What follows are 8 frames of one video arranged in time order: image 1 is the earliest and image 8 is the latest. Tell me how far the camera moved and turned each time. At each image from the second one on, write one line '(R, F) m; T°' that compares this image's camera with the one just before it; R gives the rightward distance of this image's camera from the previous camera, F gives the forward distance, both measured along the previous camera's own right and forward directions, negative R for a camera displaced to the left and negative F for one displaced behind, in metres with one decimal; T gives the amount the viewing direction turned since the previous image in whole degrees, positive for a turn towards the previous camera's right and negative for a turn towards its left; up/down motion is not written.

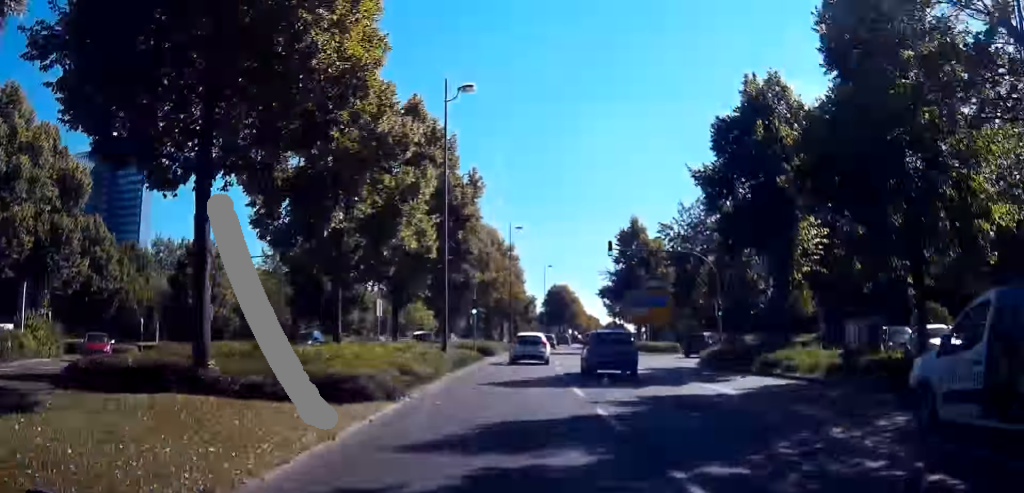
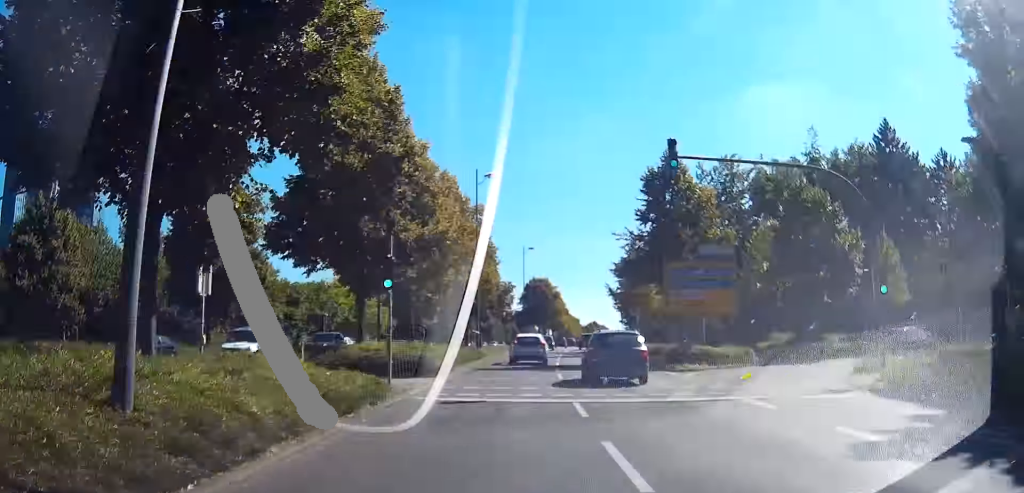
(-0.2, +23.0) m; 0°
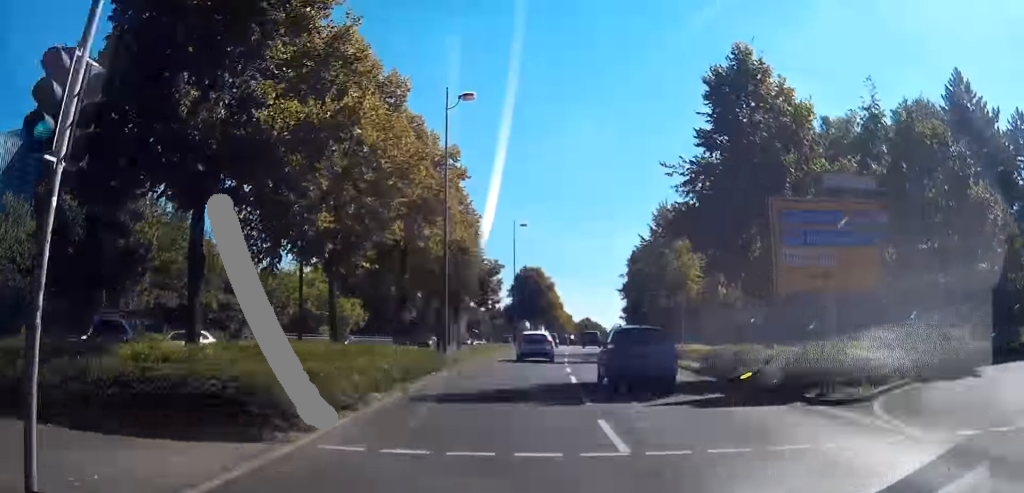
(+0.2, +14.8) m; +1°
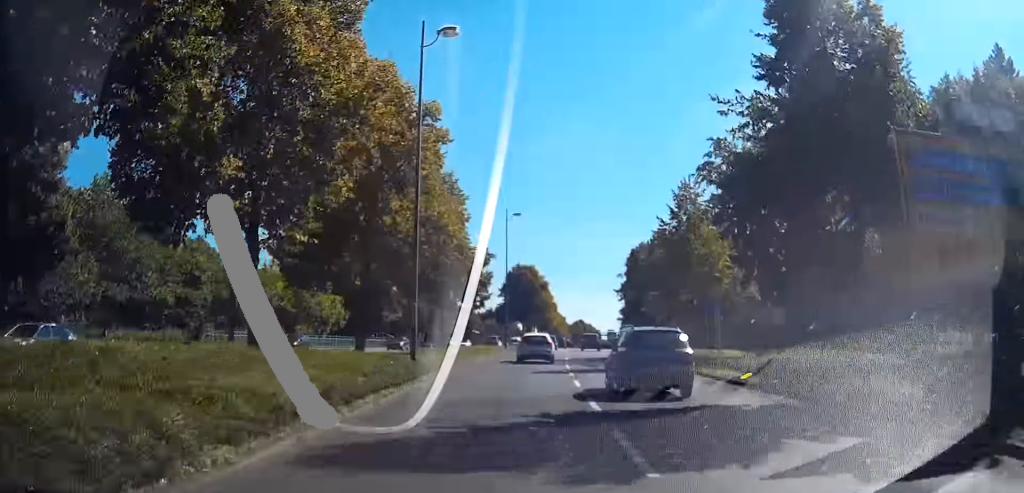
(0.0, +6.8) m; +1°
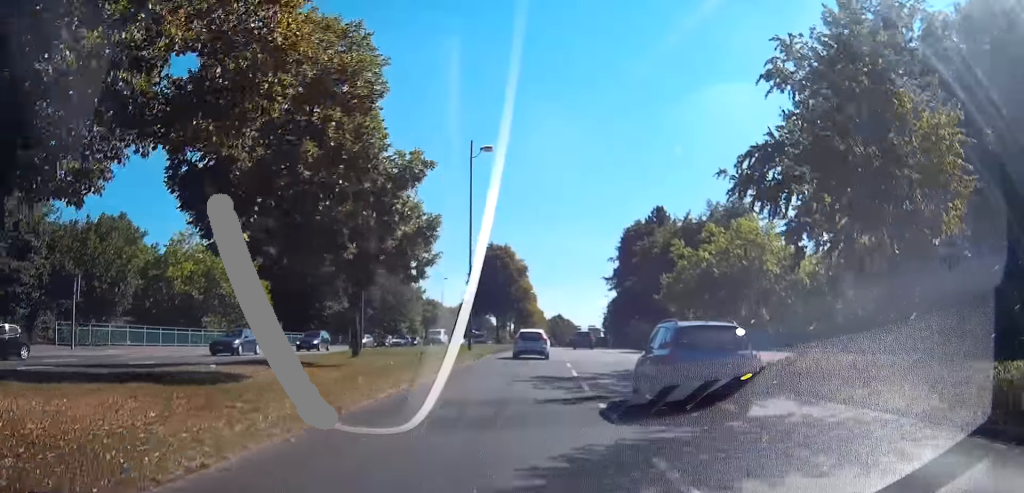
(+0.2, +20.2) m; +3°
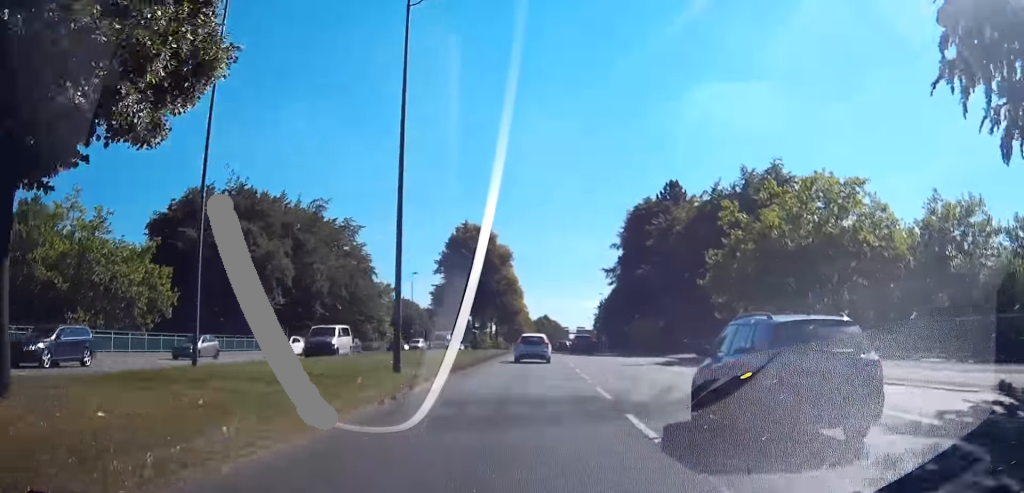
(+0.8, +20.5) m; +4°
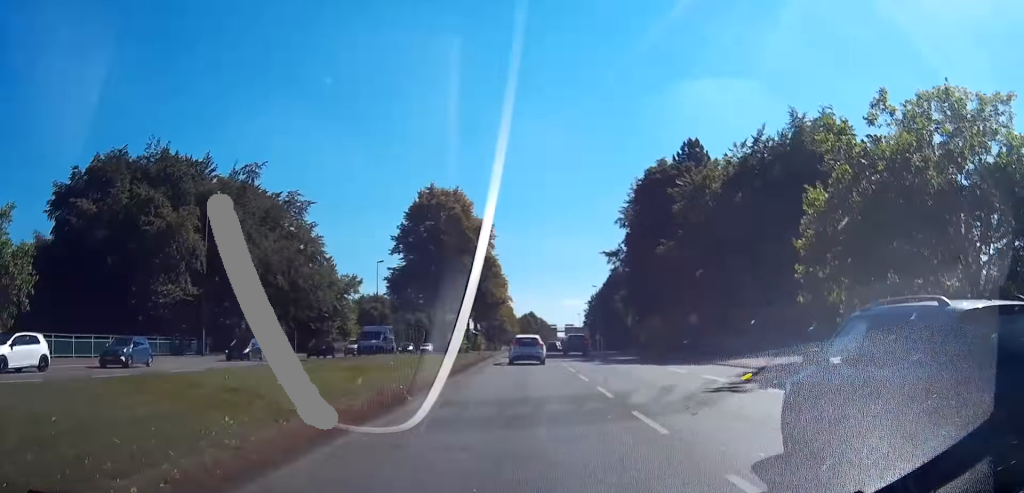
(+0.4, +18.6) m; +1°
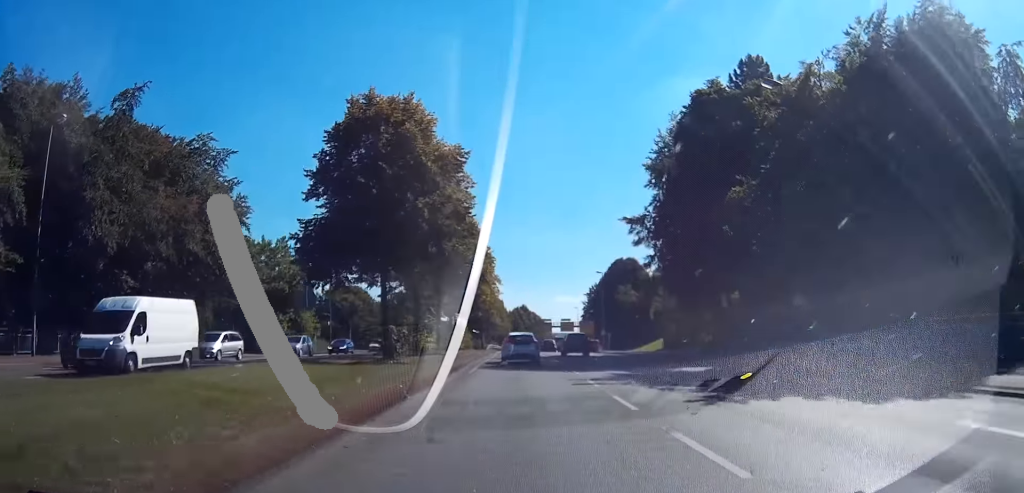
(+0.1, +23.4) m; +1°
